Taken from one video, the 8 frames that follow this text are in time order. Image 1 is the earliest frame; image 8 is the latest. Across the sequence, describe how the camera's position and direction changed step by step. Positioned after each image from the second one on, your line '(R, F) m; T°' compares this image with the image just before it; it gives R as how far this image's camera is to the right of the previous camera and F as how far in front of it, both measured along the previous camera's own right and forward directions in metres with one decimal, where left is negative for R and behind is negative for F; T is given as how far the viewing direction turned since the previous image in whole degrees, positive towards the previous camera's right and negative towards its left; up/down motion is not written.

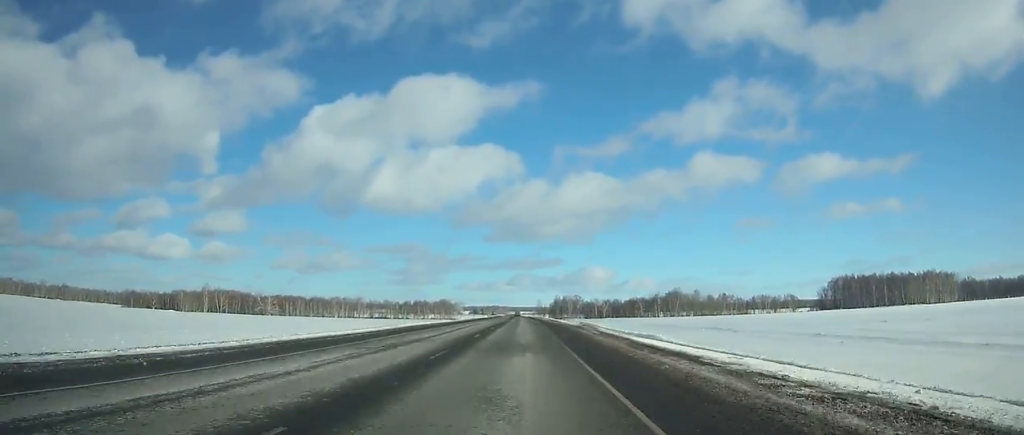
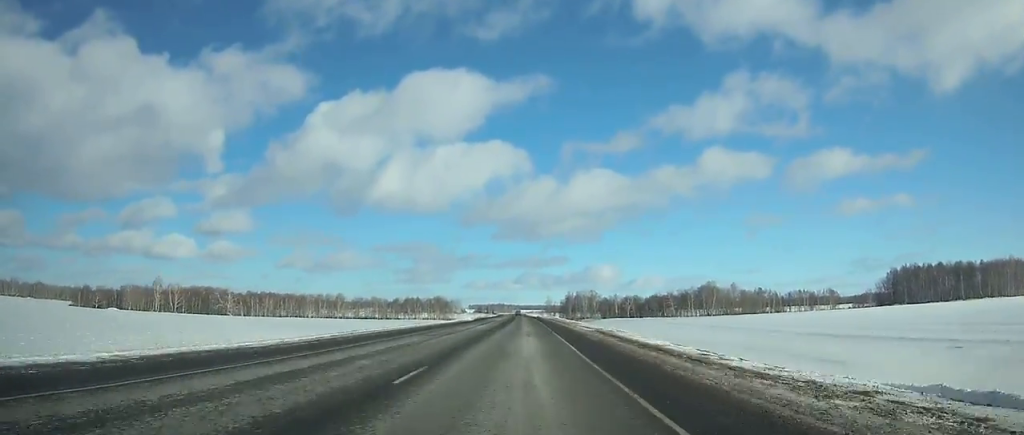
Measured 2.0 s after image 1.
(-0.3, +61.0) m; -1°
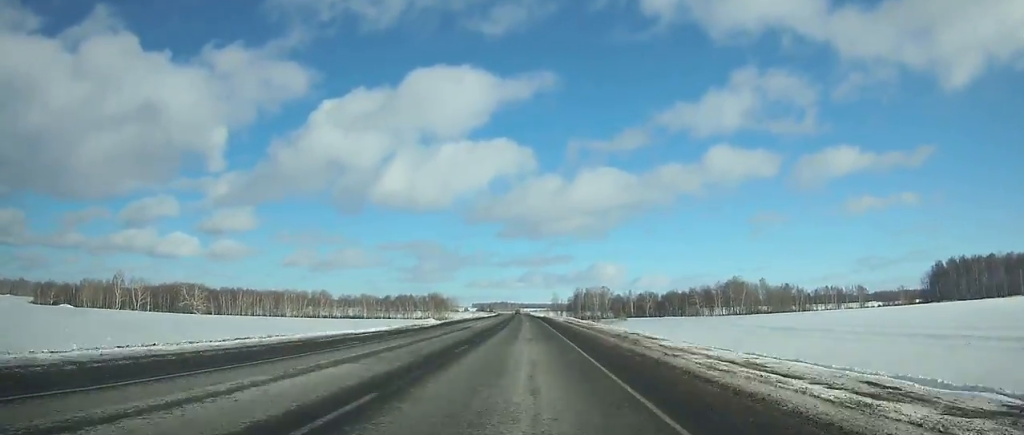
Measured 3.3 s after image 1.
(-0.3, +40.1) m; 0°
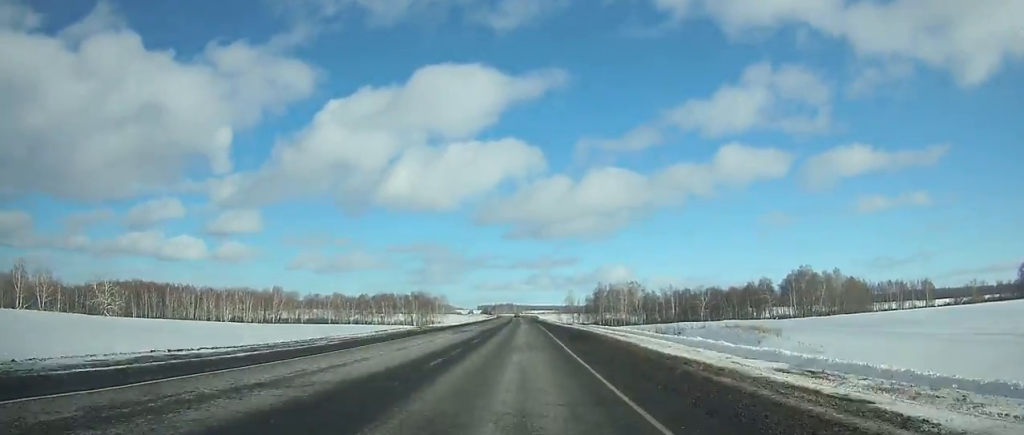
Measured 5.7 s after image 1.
(-0.5, +75.8) m; -1°
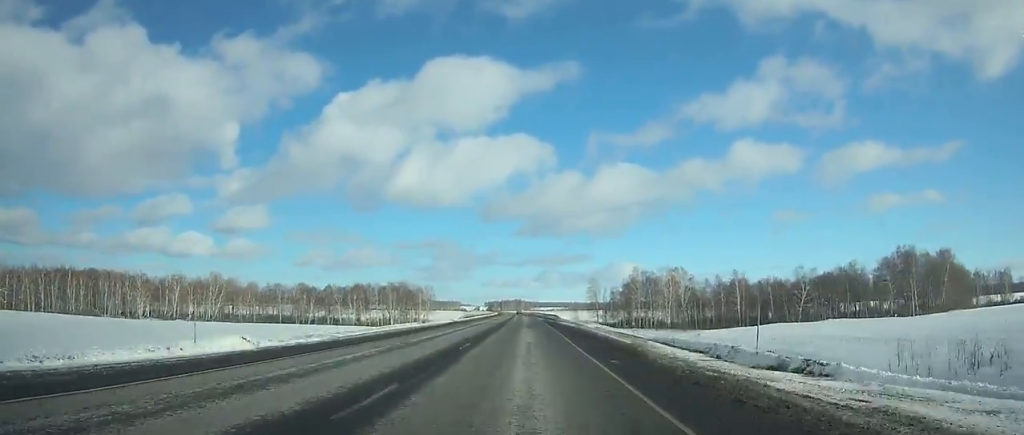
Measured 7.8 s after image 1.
(-0.2, +68.5) m; -1°
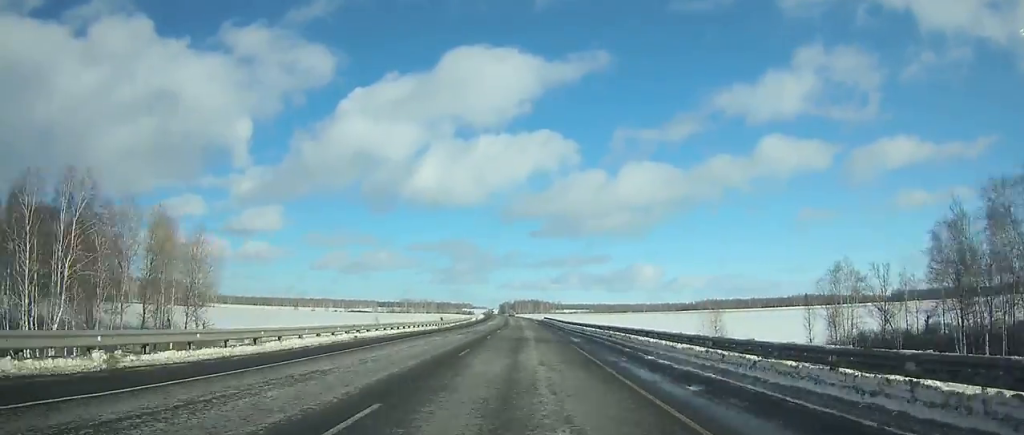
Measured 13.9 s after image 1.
(-2.8, +193.7) m; -2°
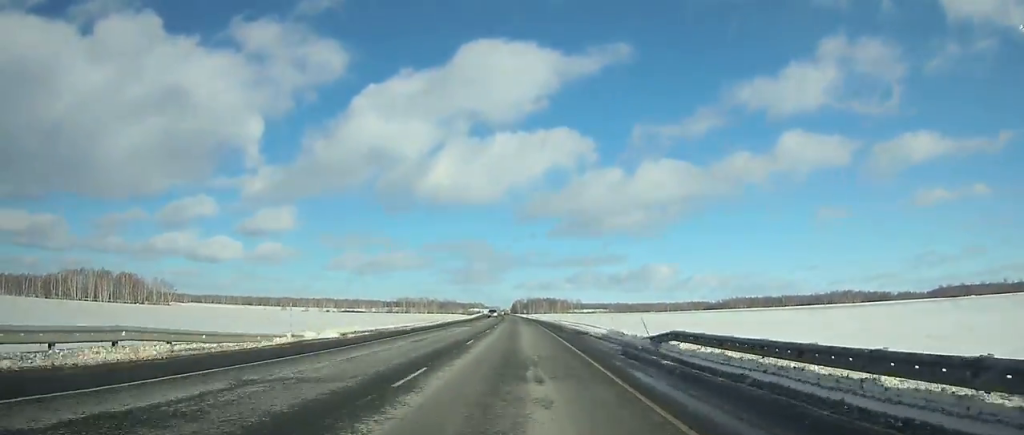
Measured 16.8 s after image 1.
(-1.0, +86.6) m; -1°
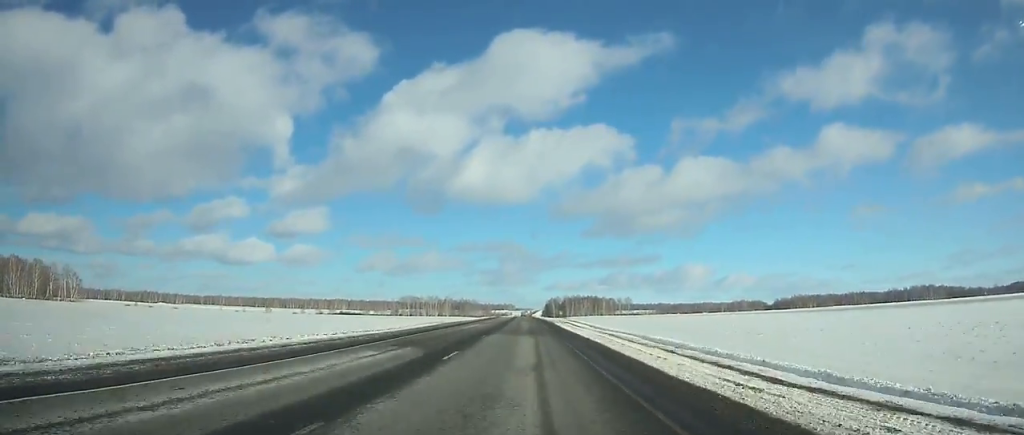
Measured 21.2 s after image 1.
(-3.3, +133.1) m; -2°
